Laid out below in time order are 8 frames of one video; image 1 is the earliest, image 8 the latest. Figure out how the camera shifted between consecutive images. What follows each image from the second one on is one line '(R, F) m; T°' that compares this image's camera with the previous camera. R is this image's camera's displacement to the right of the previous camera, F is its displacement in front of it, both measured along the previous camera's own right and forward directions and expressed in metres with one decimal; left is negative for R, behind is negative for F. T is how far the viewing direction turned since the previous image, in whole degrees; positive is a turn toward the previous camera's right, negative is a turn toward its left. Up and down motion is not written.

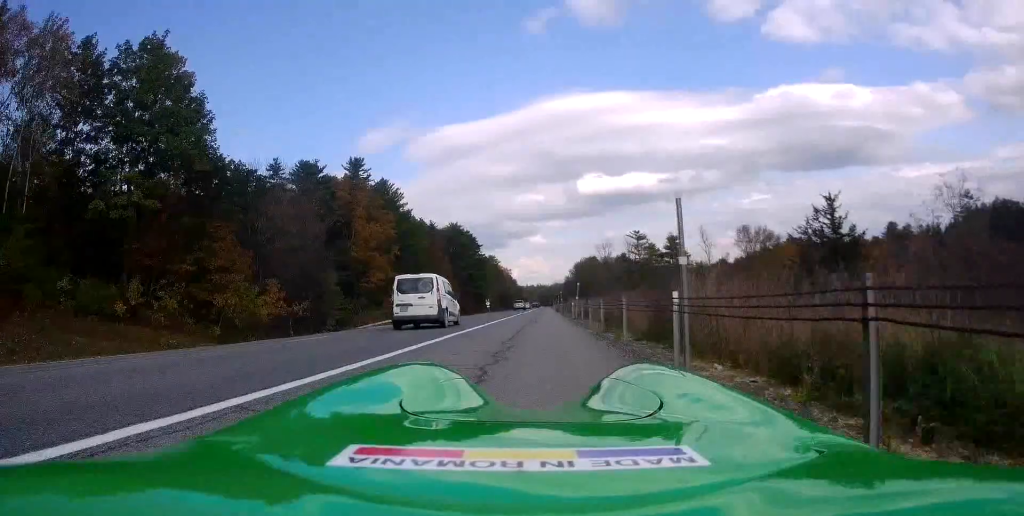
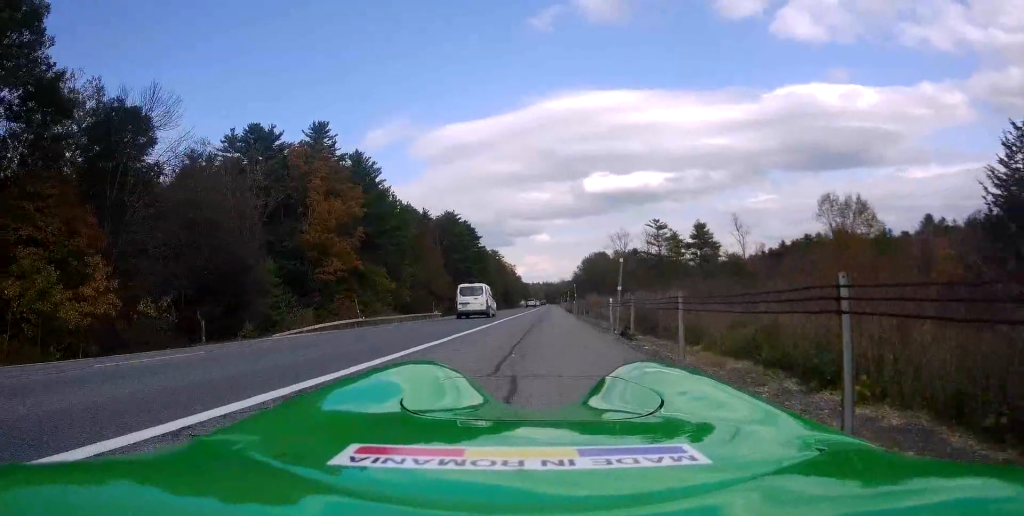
(+0.6, +18.6) m; +1°
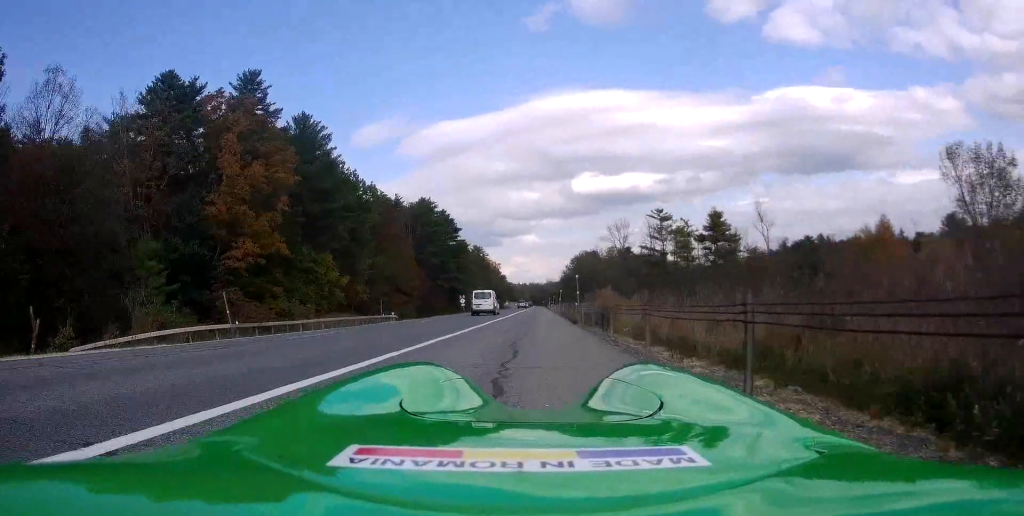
(+0.1, +17.7) m; 0°
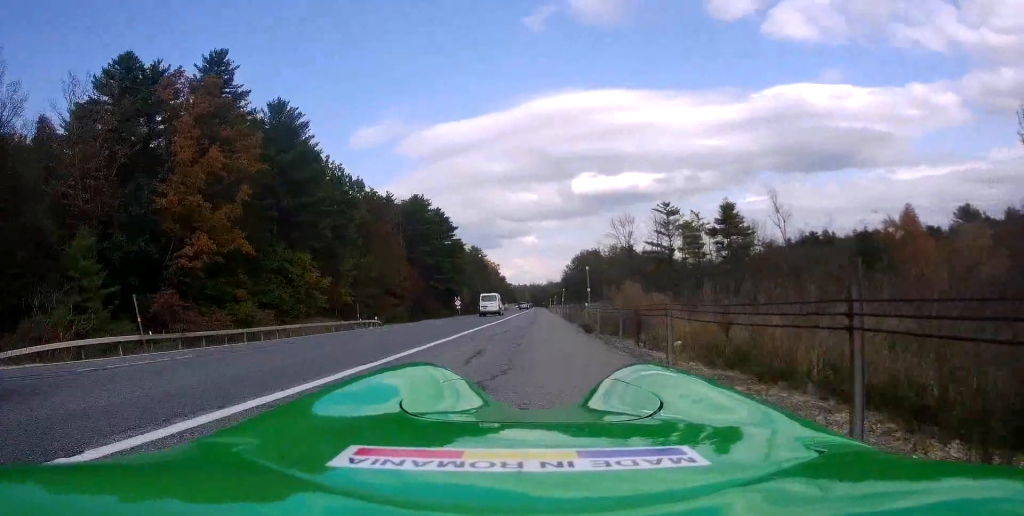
(-0.1, +7.0) m; -1°
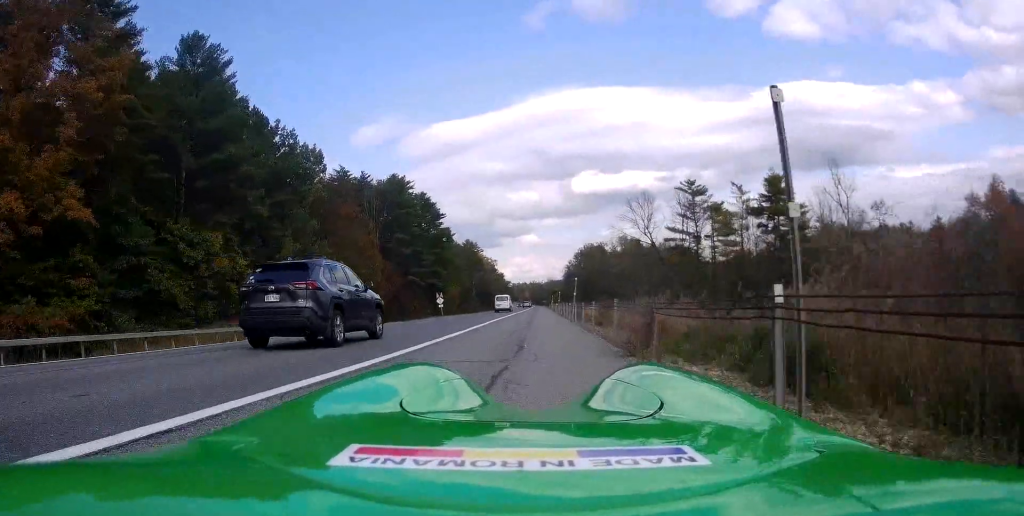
(-0.3, +18.6) m; +1°
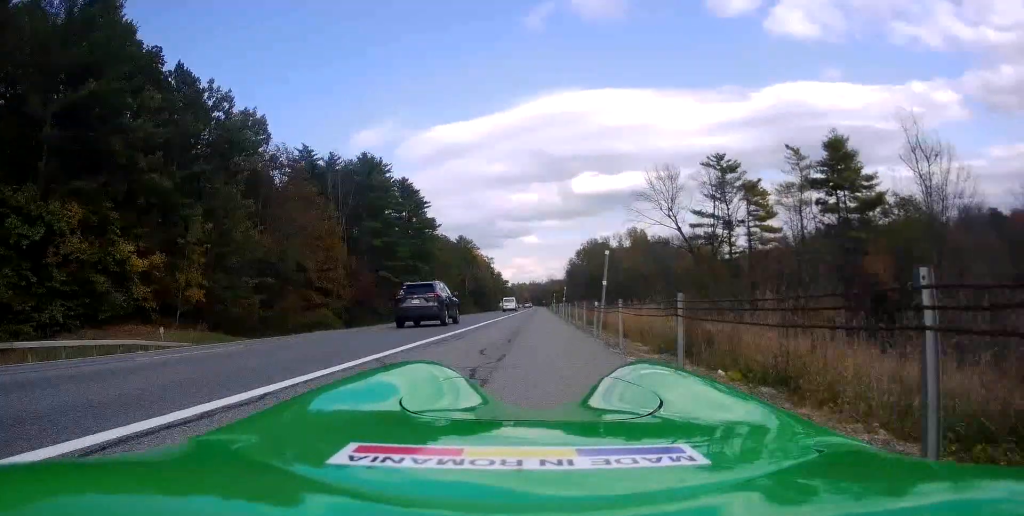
(+0.6, +17.1) m; 0°
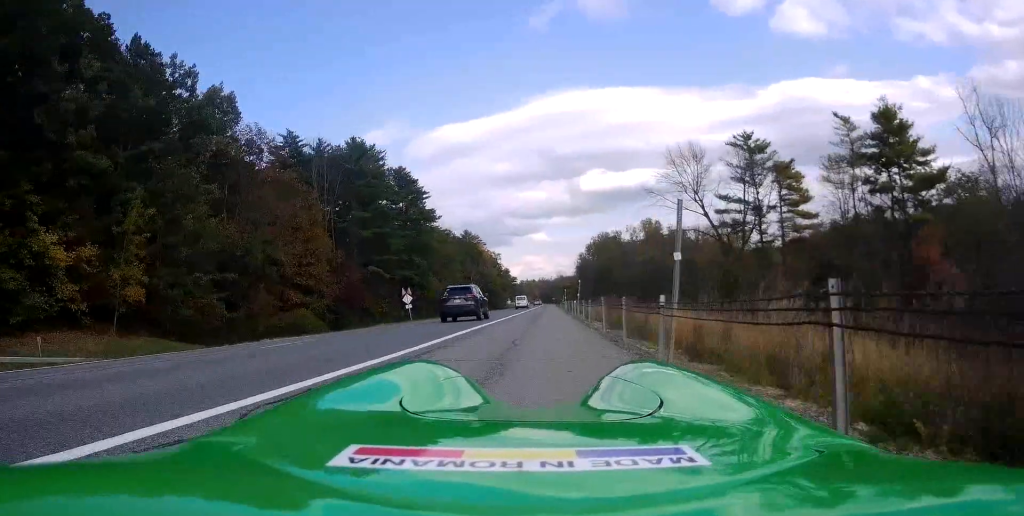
(-0.4, +8.3) m; -2°
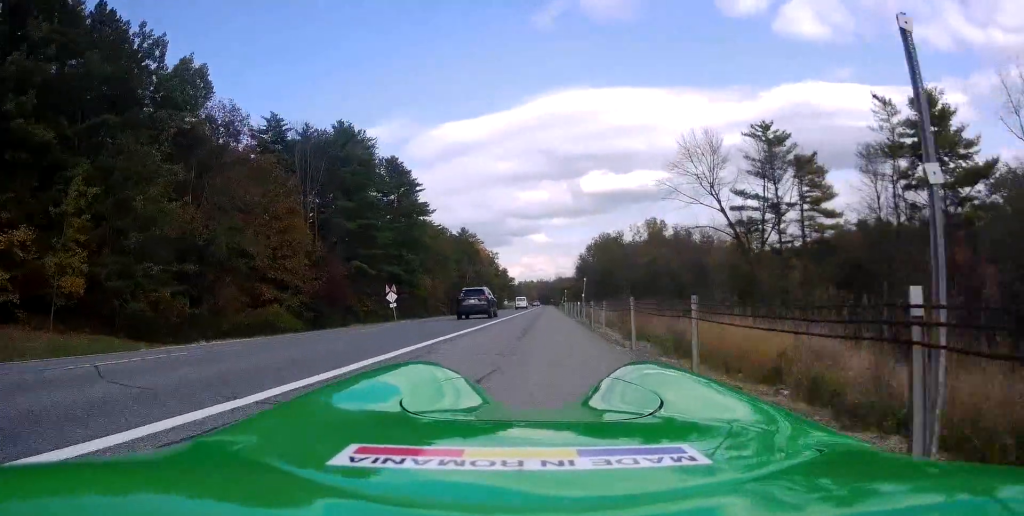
(-0.1, +5.5) m; -1°
